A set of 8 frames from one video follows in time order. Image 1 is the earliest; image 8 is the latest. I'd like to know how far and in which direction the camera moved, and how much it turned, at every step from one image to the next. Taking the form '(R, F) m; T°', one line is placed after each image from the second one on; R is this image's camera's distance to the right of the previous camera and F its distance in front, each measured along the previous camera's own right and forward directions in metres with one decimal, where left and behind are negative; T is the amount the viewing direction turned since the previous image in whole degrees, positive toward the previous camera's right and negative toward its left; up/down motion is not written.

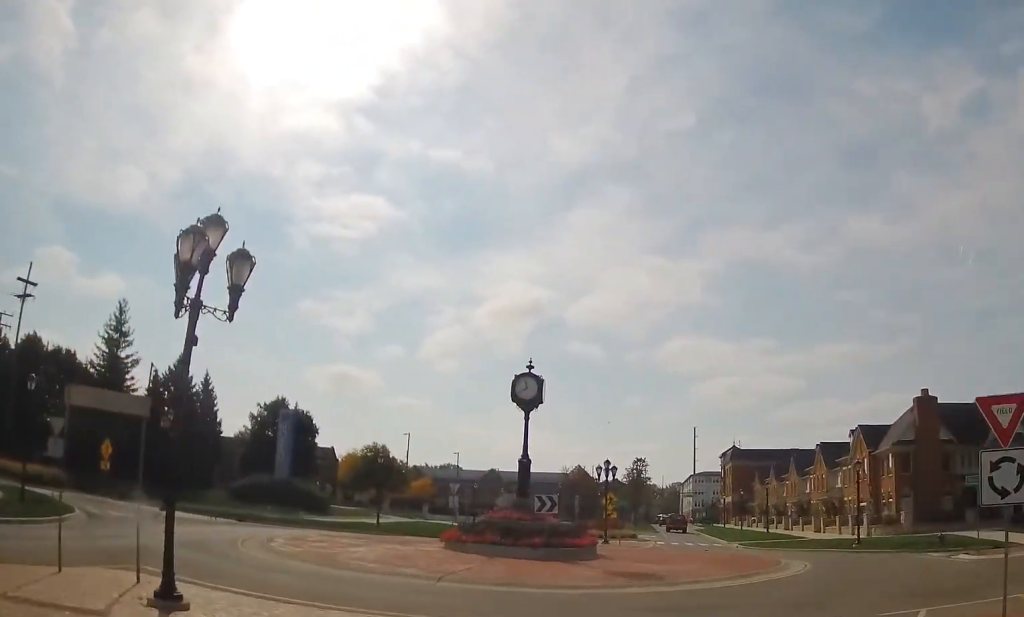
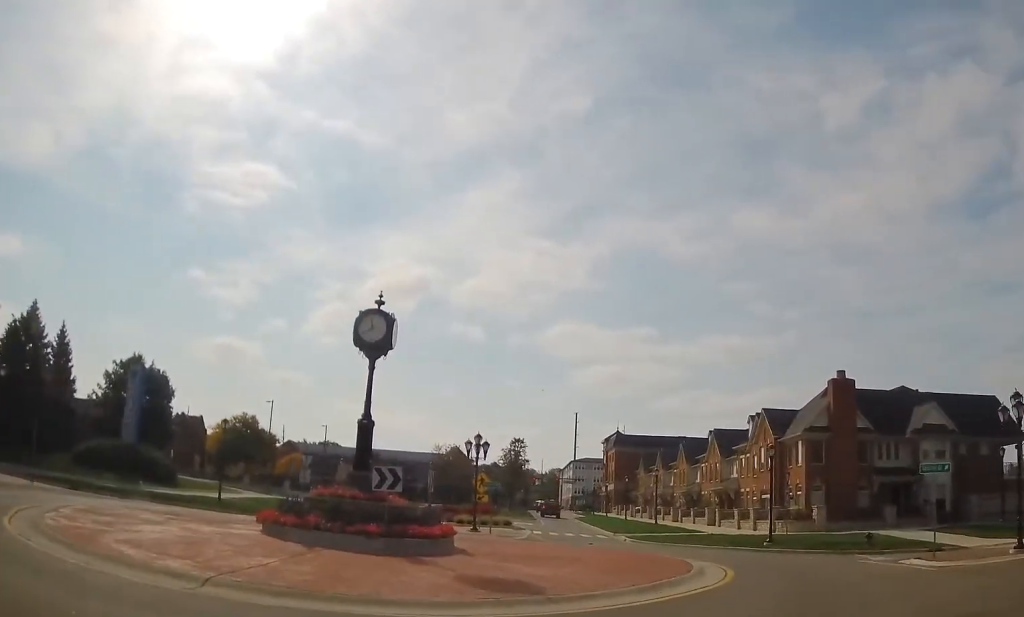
(+0.5, +5.9) m; +13°
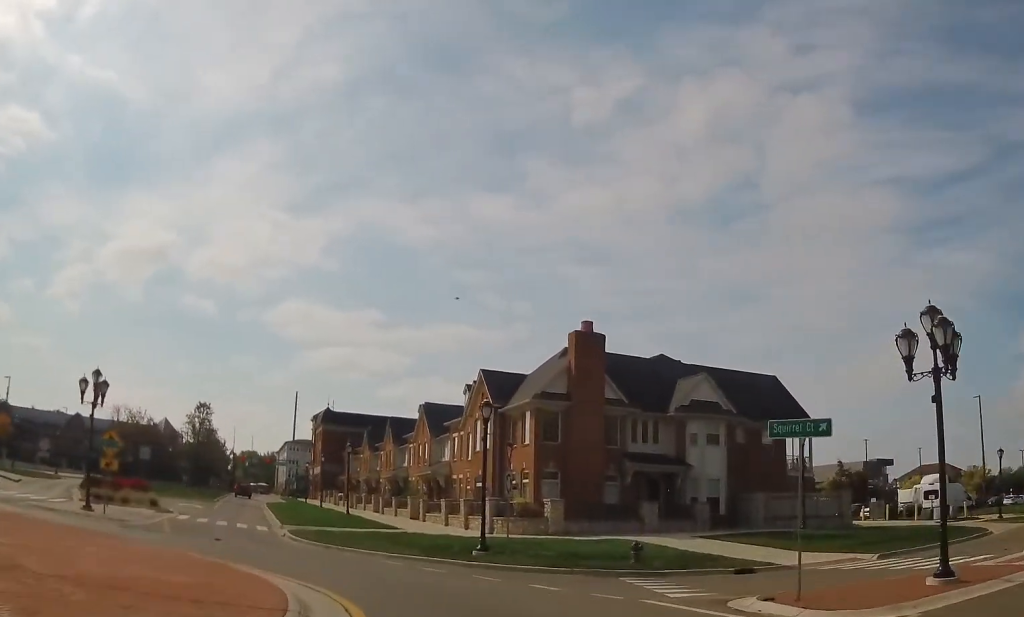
(+2.1, +10.2) m; +19°
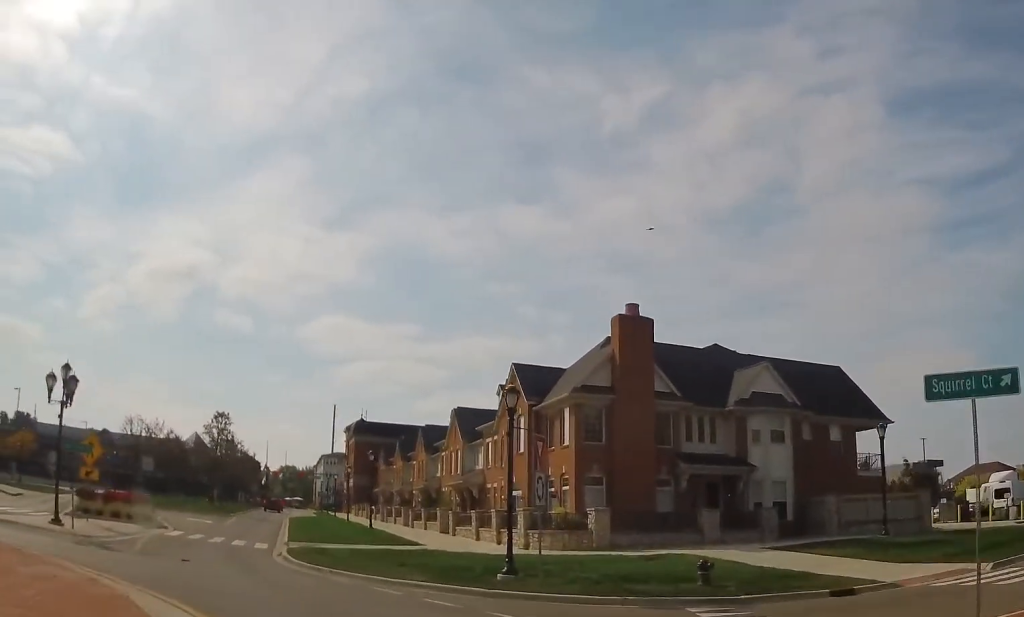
(+0.5, +3.9) m; +1°
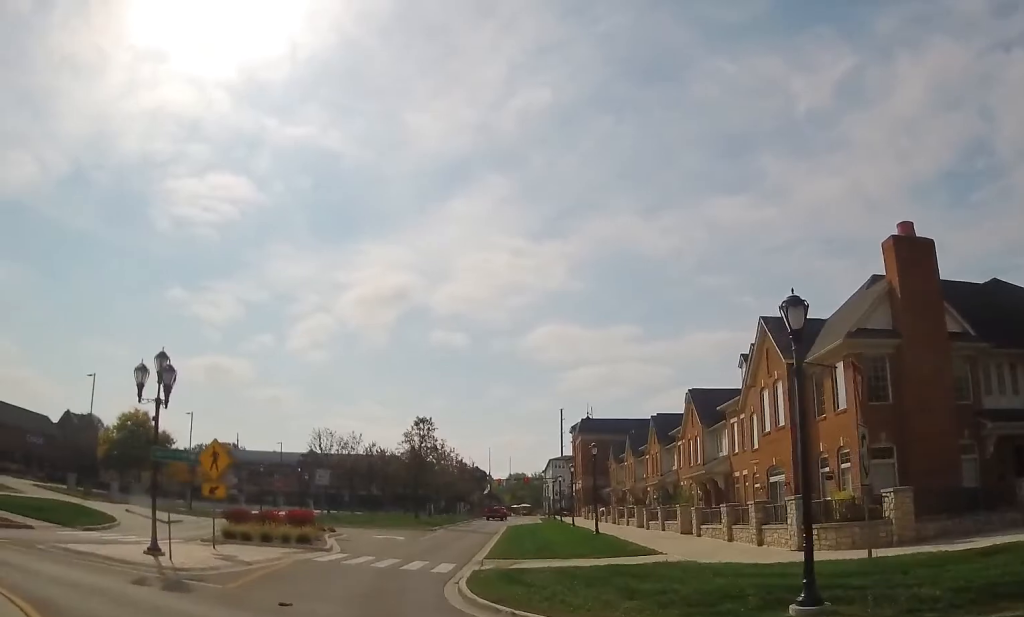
(-0.9, +6.4) m; -16°
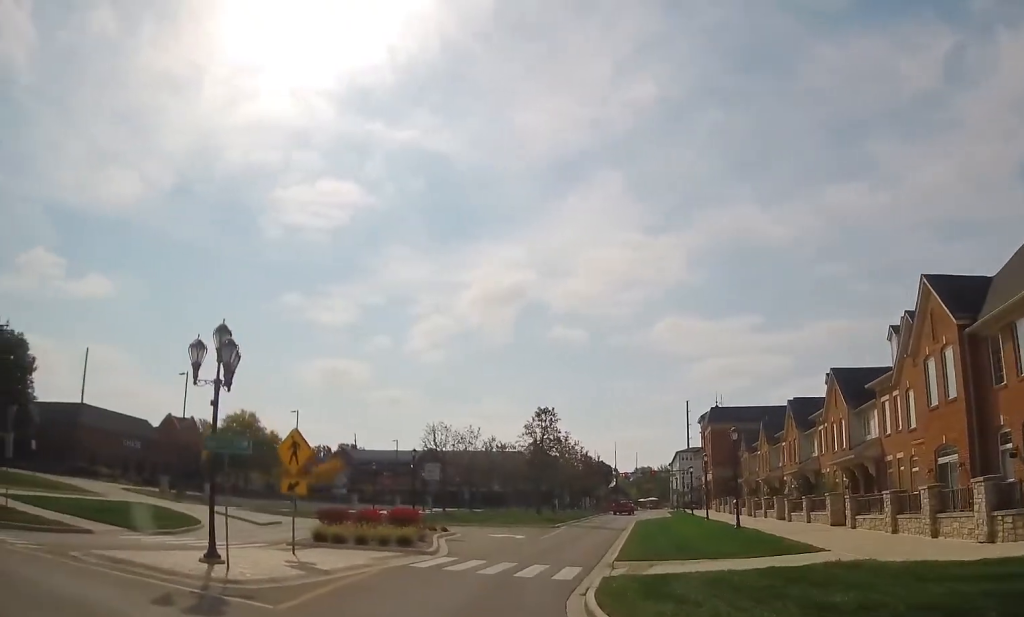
(-0.3, +3.2) m; -6°
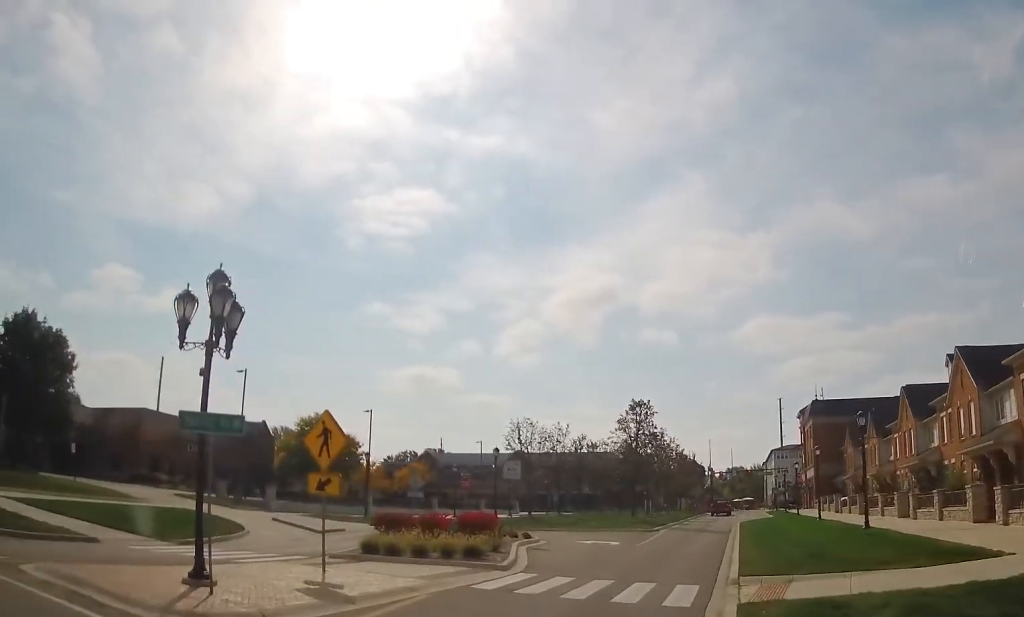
(-0.3, +4.1) m; -5°
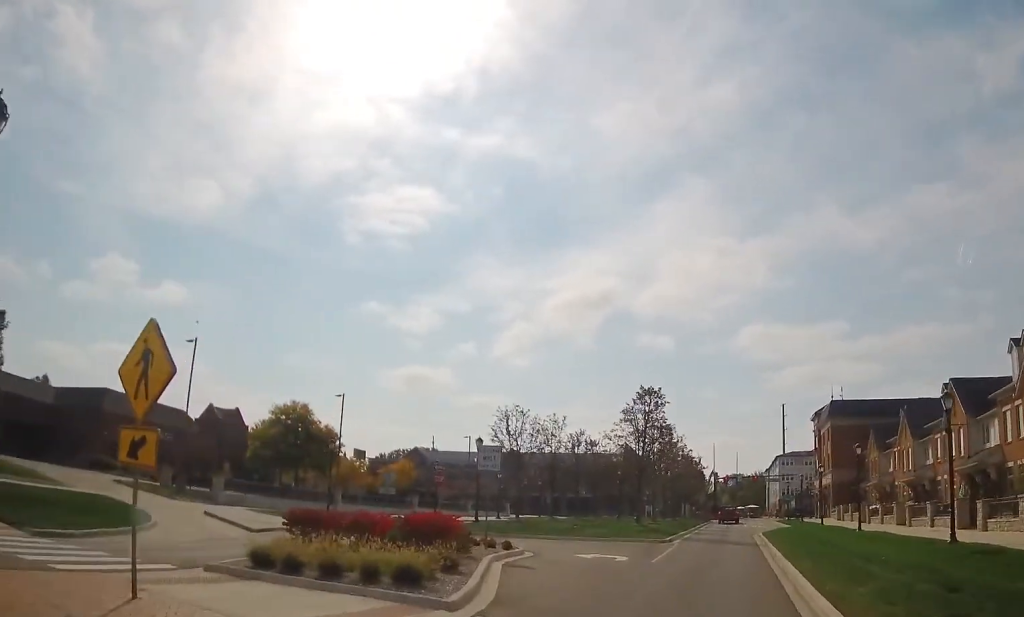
(-0.3, +6.3) m; -2°
